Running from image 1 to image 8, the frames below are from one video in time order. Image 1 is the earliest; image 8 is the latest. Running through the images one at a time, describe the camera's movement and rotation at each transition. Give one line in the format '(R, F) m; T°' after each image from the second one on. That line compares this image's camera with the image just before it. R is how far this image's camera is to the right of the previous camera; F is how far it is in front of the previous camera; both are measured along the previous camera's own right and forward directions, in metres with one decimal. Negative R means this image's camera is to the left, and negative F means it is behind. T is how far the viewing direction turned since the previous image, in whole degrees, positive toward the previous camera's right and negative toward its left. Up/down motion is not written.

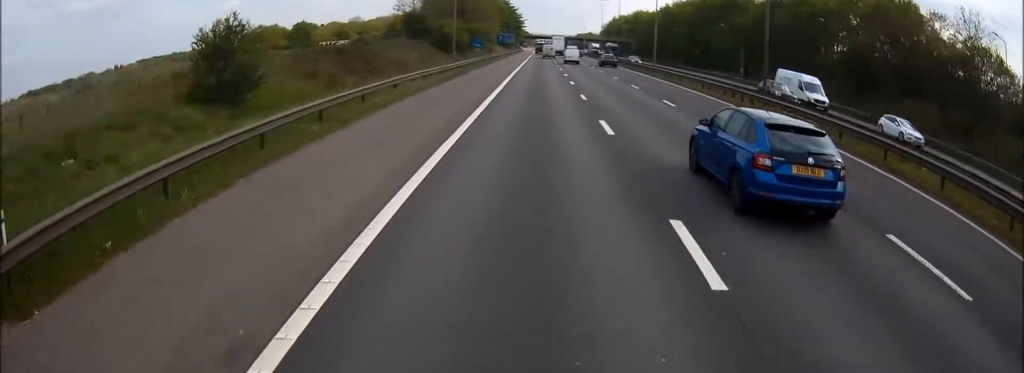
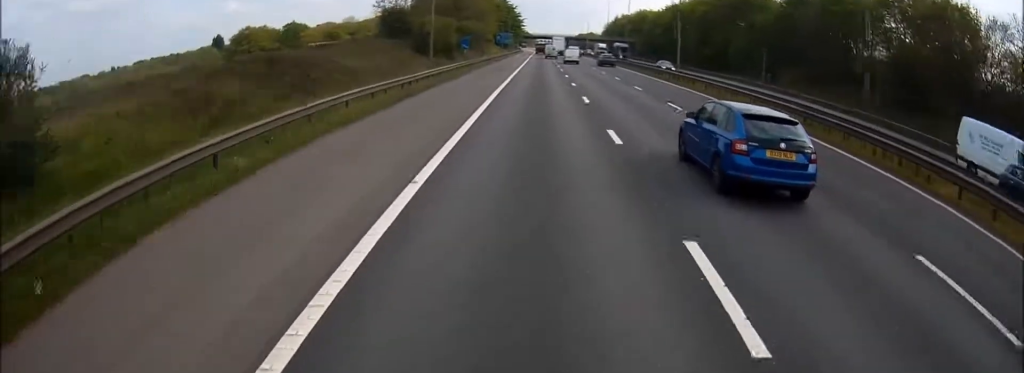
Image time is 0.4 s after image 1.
(-0.1, +10.5) m; 0°
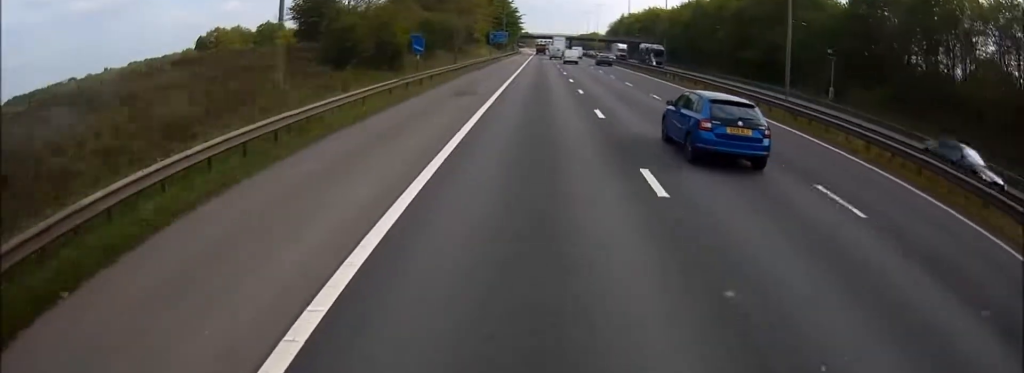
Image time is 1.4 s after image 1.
(0.0, +23.4) m; 0°
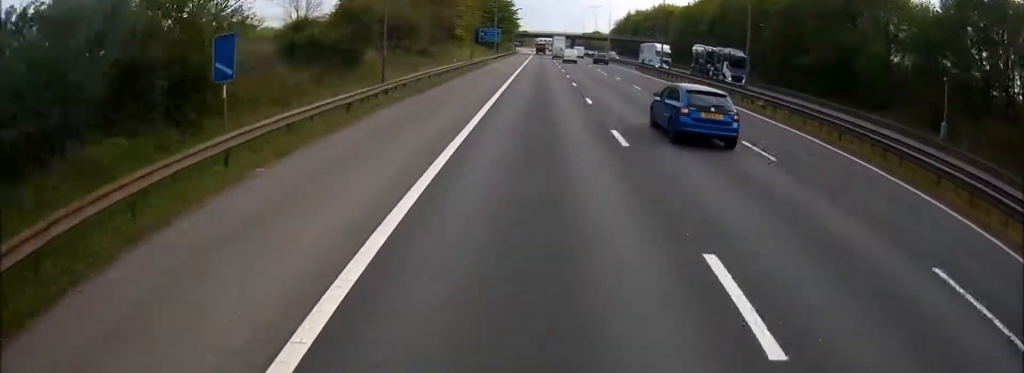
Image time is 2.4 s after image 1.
(-0.2, +23.4) m; 0°
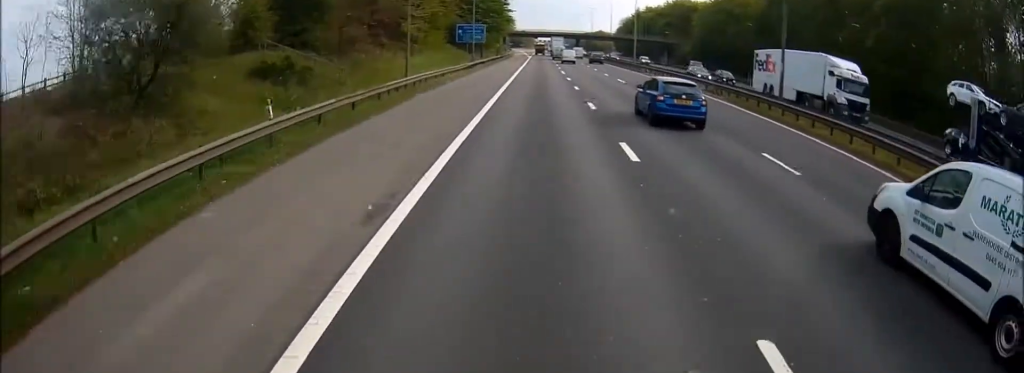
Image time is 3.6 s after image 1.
(+0.2, +30.7) m; 0°
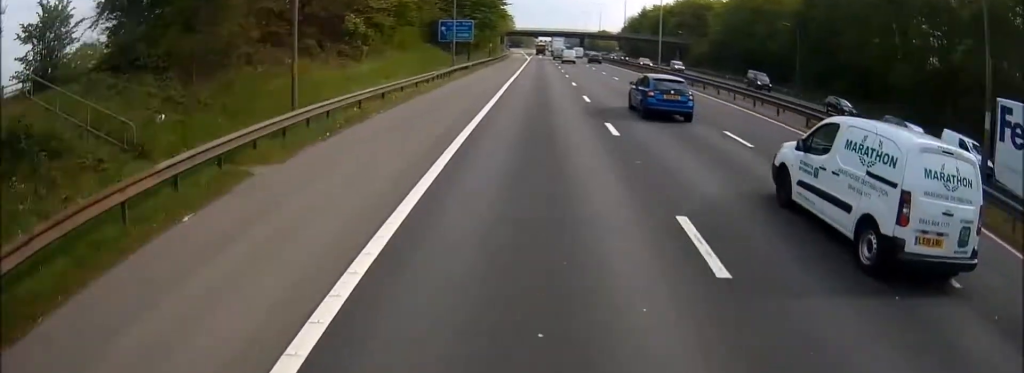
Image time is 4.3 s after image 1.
(0.0, +15.3) m; 0°
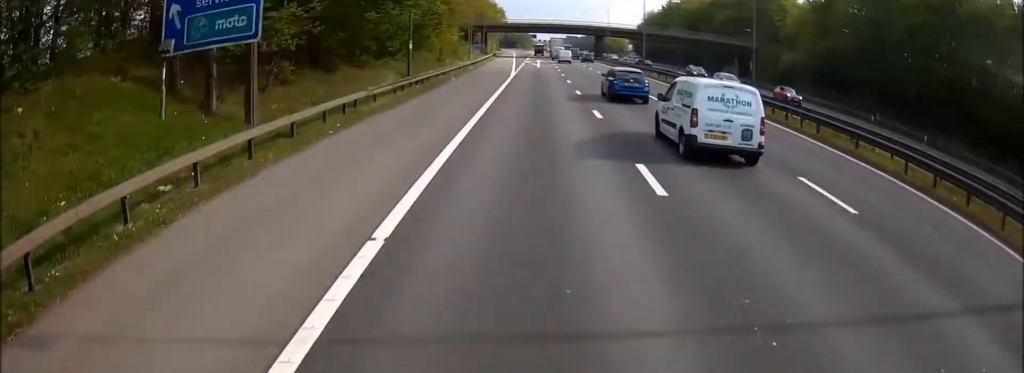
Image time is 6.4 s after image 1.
(0.0, +52.4) m; 0°
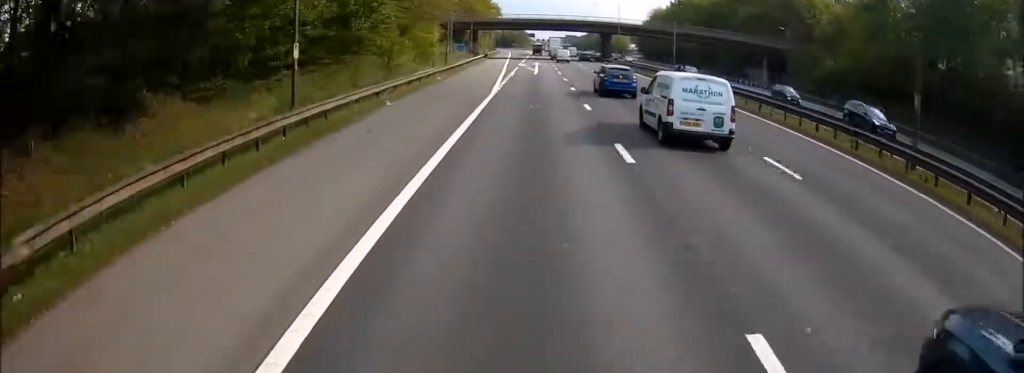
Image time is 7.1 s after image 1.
(0.0, +16.2) m; 0°
